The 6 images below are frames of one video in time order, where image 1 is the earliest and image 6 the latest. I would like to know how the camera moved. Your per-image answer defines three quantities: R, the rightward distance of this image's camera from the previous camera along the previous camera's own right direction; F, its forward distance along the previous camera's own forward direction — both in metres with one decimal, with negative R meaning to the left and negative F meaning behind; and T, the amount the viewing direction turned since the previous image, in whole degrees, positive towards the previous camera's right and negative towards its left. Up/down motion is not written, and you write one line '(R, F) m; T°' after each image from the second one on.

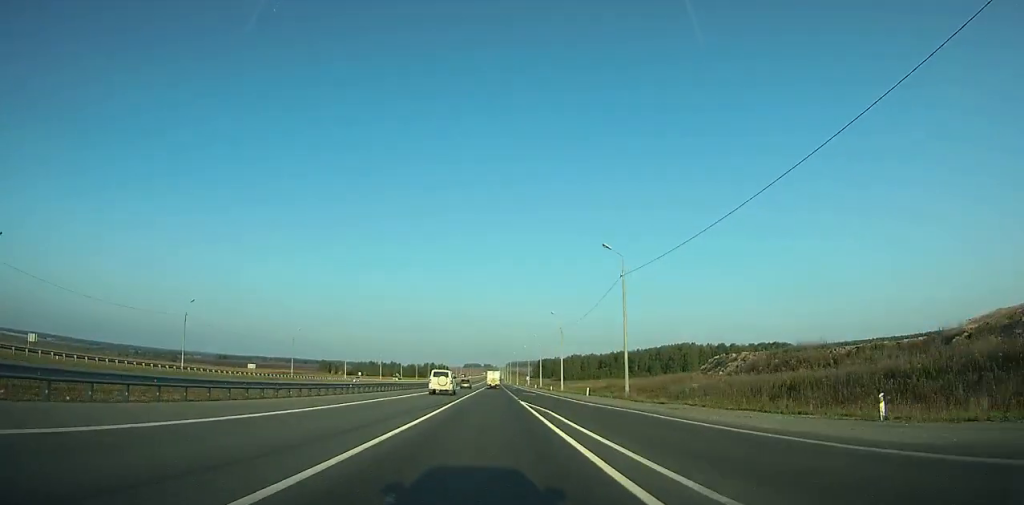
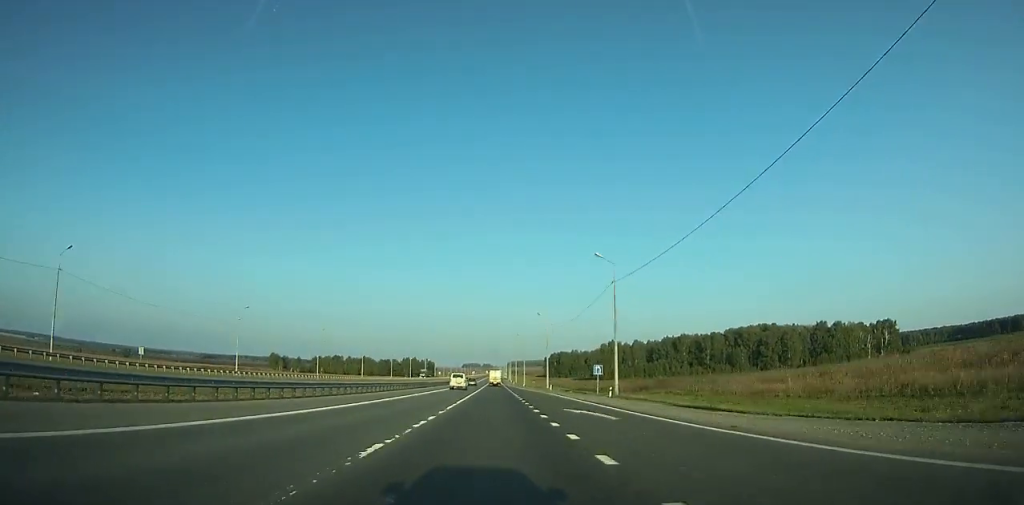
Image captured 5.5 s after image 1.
(-0.3, +131.0) m; 0°
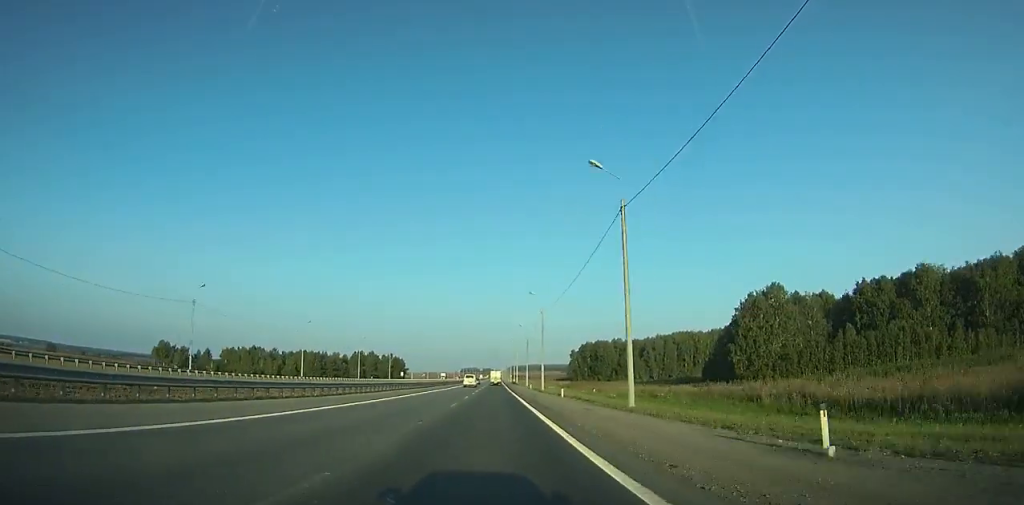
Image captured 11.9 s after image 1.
(+0.1, +155.8) m; 0°
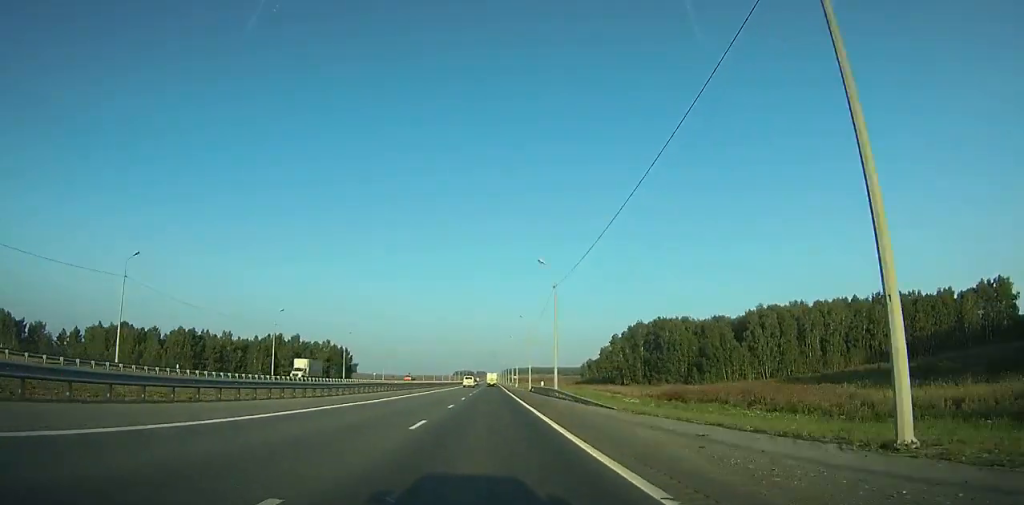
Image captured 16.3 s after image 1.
(-0.5, +108.8) m; 0°
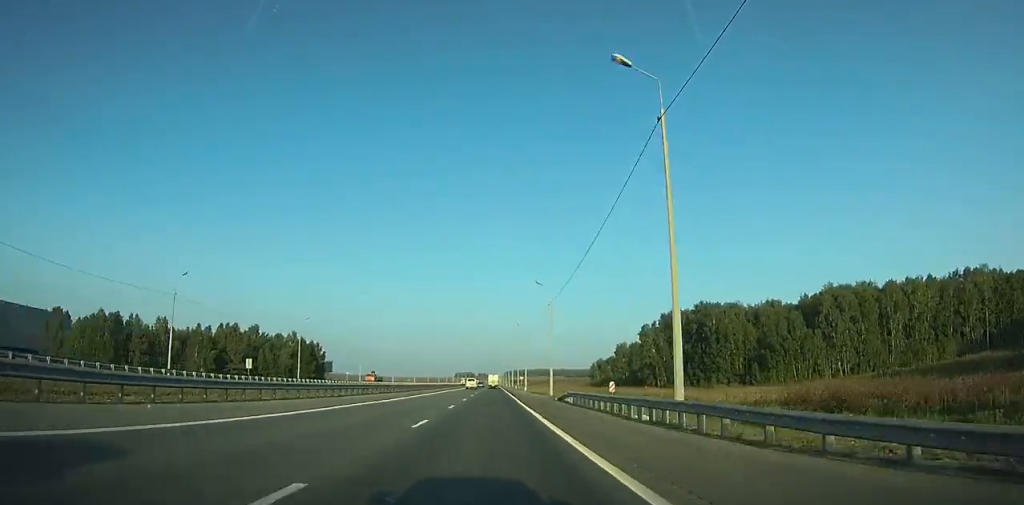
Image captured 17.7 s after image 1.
(+0.3, +34.9) m; 0°
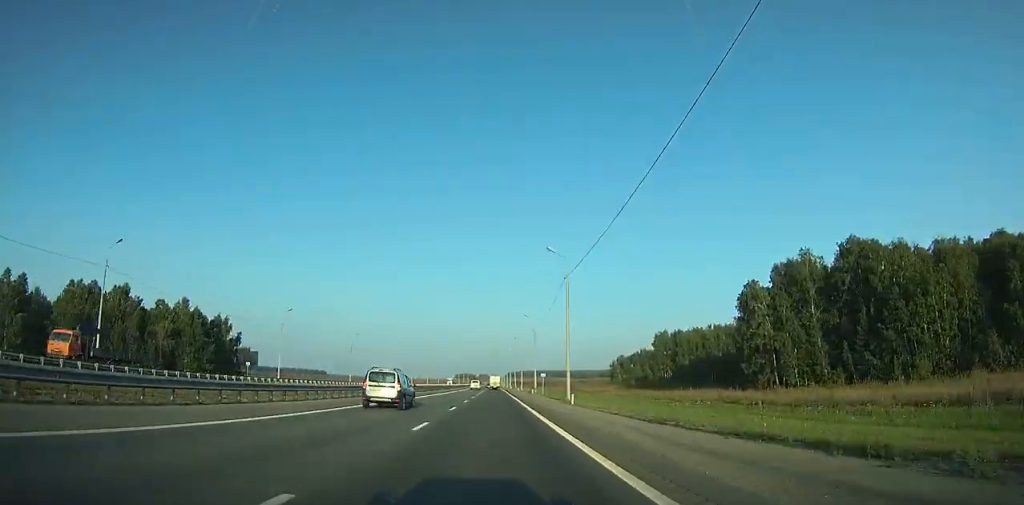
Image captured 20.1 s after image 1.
(+0.2, +59.9) m; 0°
